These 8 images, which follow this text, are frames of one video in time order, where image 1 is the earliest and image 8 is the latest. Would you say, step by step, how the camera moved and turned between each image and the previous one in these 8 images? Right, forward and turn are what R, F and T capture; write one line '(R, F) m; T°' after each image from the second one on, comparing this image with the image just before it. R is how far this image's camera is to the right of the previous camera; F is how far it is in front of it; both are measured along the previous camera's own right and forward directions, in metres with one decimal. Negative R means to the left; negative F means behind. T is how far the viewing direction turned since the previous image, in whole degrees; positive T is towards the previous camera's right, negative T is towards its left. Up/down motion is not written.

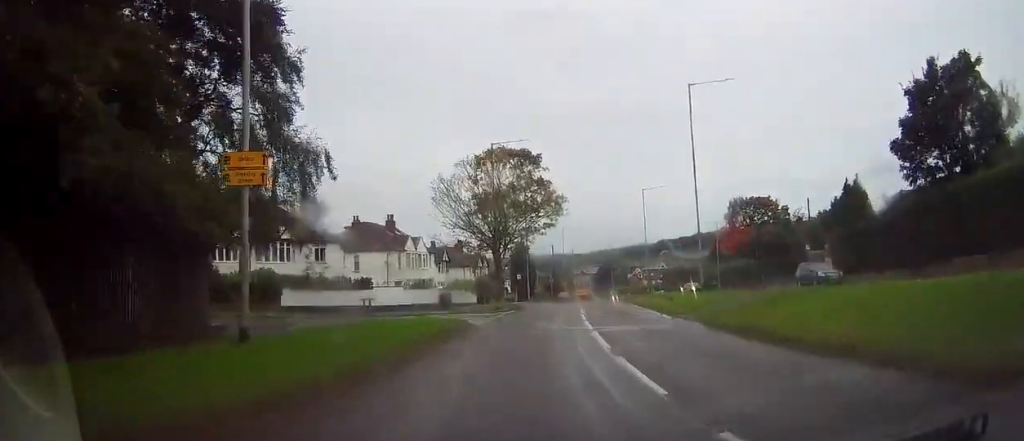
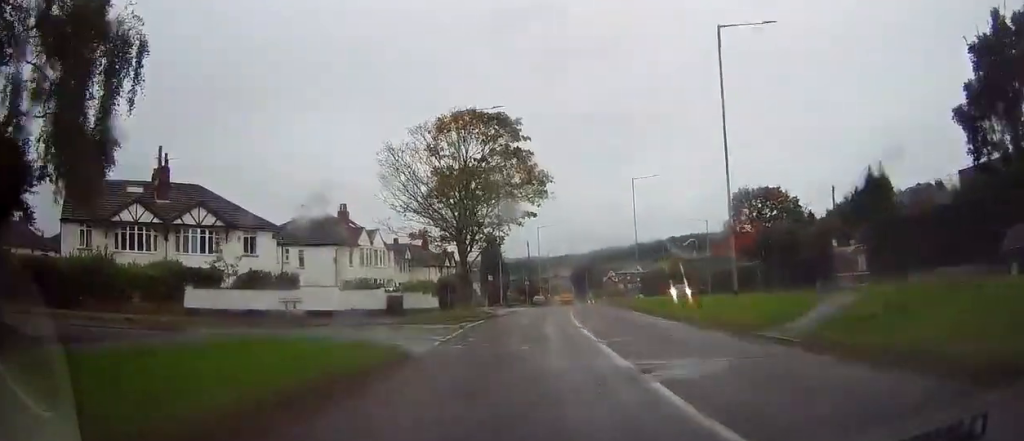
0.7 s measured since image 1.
(+0.6, +9.9) m; +5°
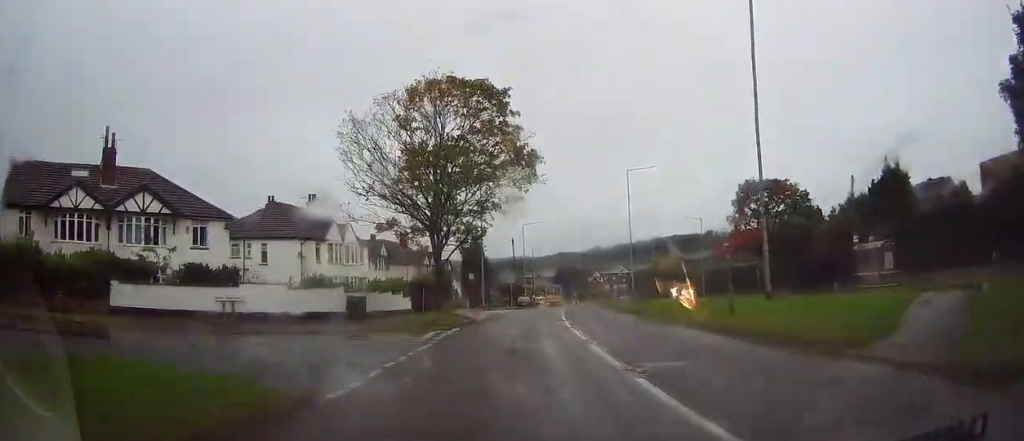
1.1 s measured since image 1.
(+0.3, +5.4) m; +2°
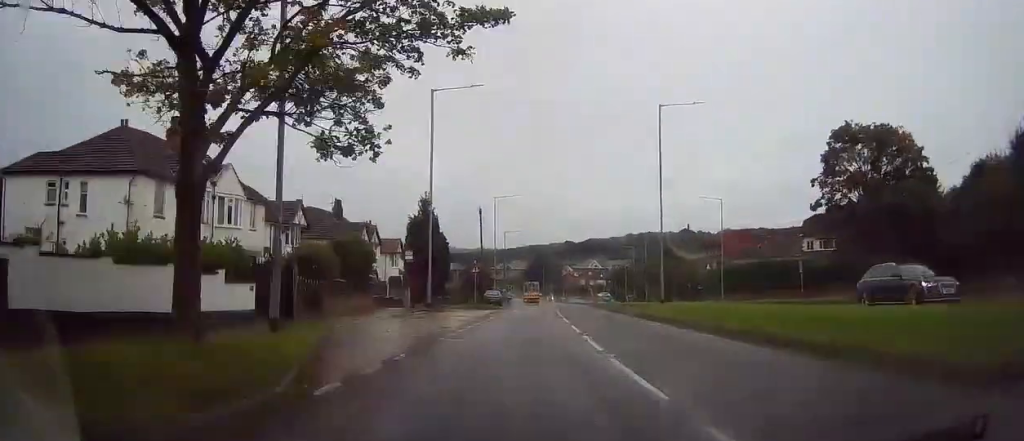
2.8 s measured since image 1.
(0.0, +21.9) m; 0°
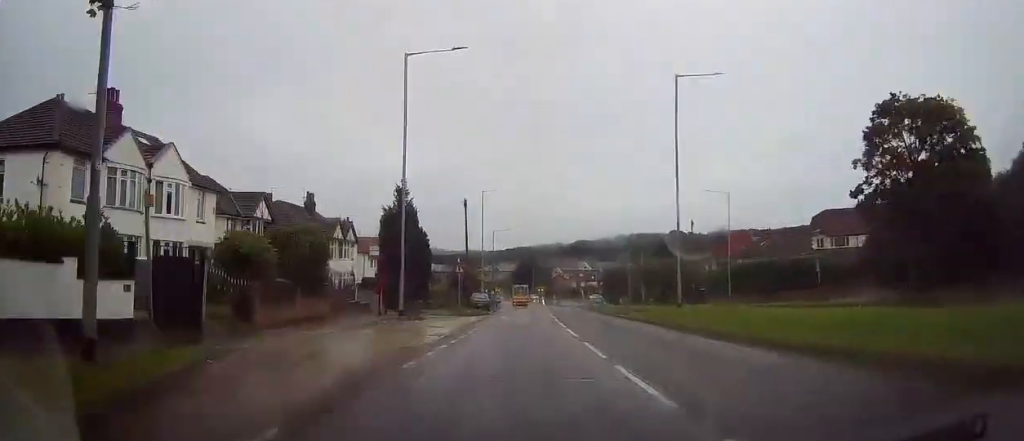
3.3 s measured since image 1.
(-0.2, +6.3) m; +1°
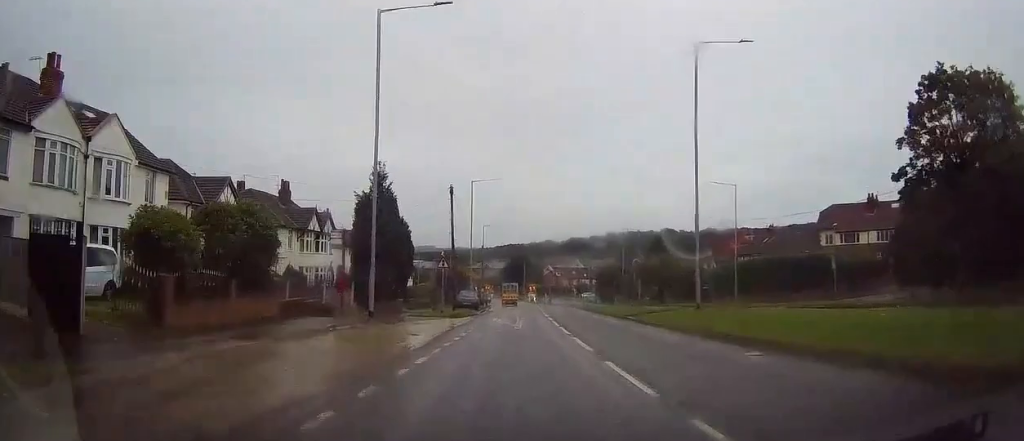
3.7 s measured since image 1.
(+0.2, +4.9) m; +1°
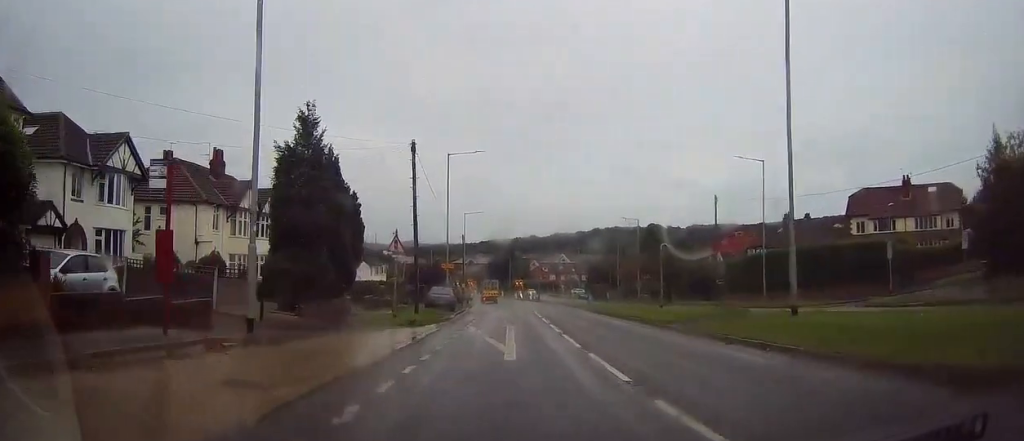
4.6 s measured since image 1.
(+0.3, +11.4) m; +3°
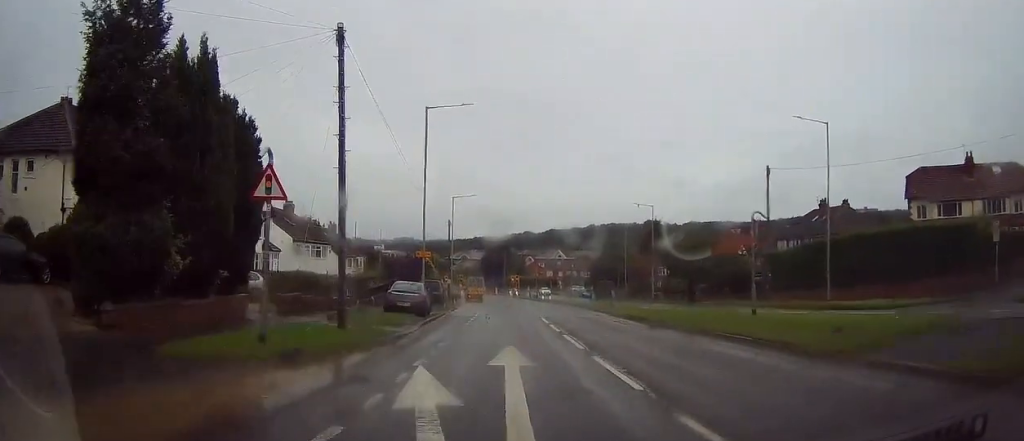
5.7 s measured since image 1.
(+0.3, +13.0) m; +2°
